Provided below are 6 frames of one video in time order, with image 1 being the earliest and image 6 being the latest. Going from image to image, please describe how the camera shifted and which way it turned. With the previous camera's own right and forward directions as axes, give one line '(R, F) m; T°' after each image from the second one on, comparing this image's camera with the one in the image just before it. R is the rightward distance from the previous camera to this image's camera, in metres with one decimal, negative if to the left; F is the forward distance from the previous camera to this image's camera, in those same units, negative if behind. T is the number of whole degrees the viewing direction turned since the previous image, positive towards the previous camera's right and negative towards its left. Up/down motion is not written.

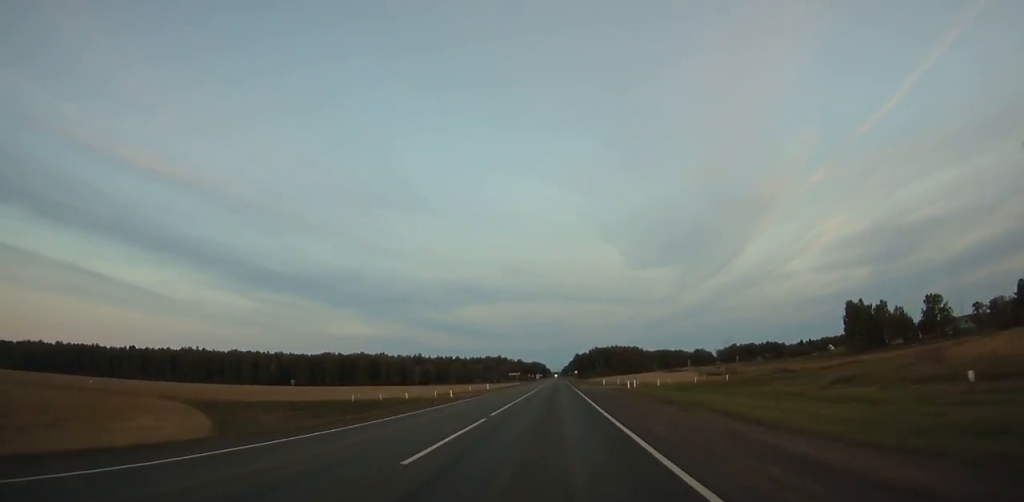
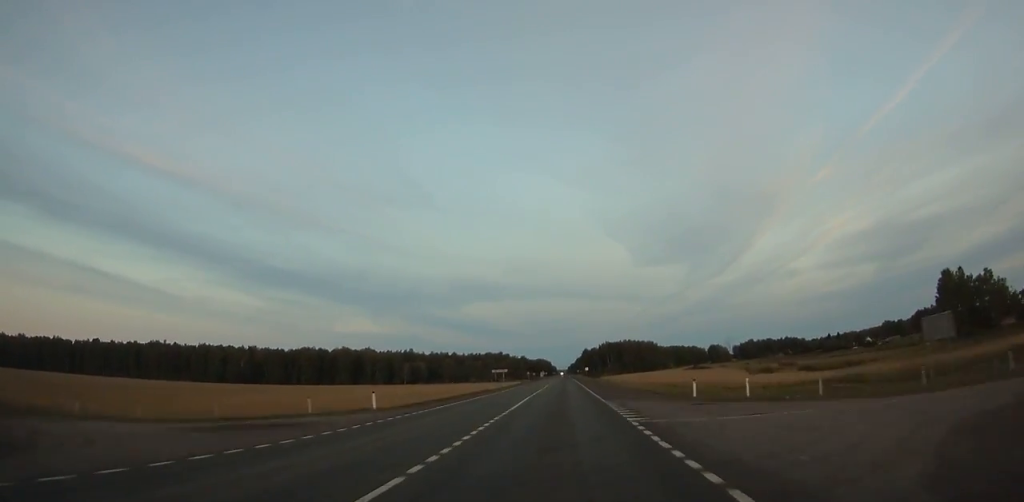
(-0.2, +45.9) m; 0°
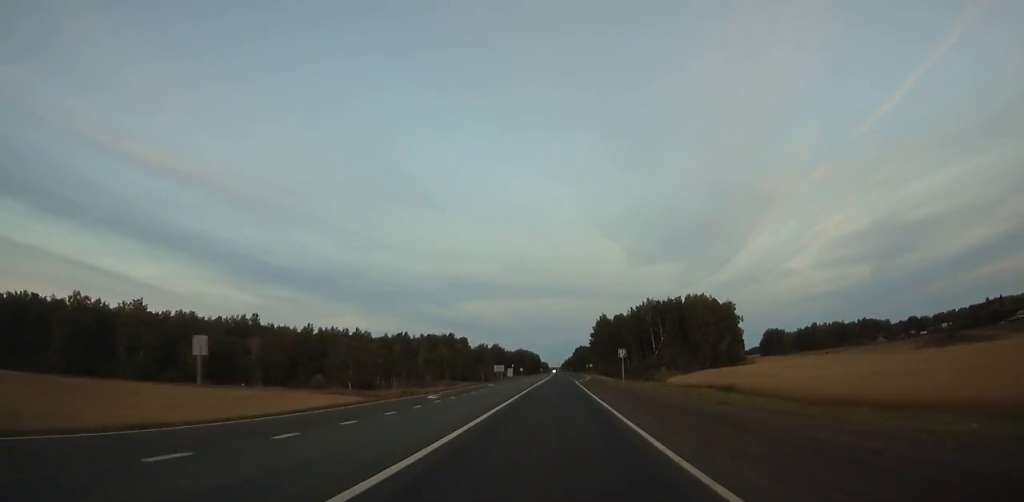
(+0.4, +217.2) m; 0°
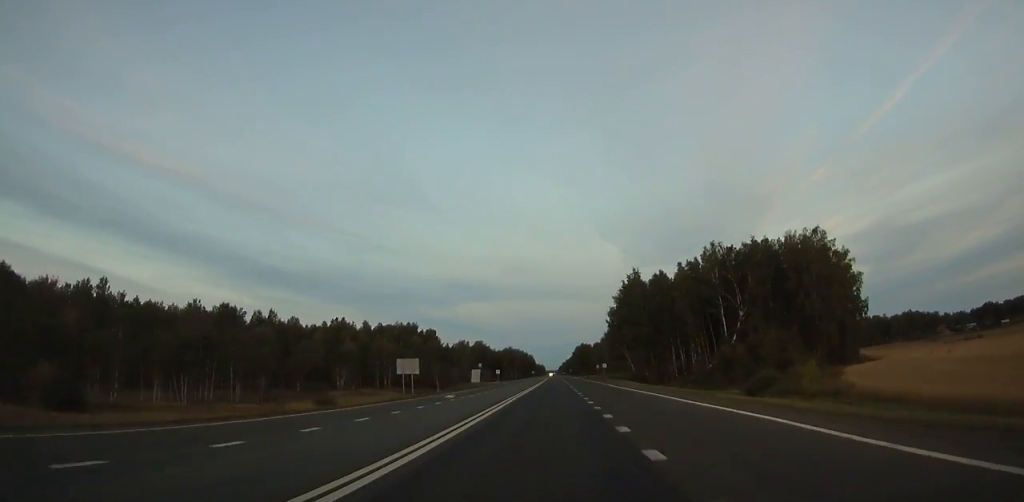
(+0.1, +81.8) m; 0°
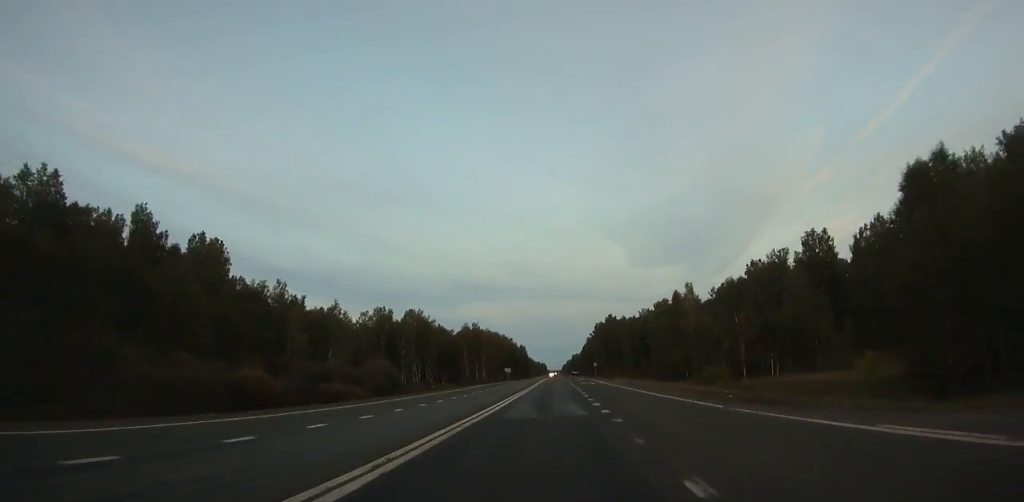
(+0.3, +172.4) m; 0°
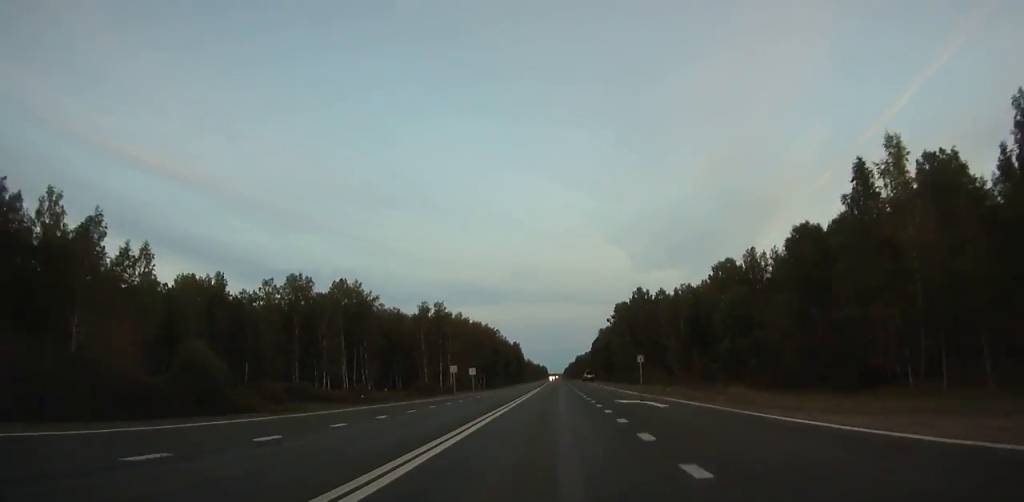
(-0.2, +66.7) m; 0°
